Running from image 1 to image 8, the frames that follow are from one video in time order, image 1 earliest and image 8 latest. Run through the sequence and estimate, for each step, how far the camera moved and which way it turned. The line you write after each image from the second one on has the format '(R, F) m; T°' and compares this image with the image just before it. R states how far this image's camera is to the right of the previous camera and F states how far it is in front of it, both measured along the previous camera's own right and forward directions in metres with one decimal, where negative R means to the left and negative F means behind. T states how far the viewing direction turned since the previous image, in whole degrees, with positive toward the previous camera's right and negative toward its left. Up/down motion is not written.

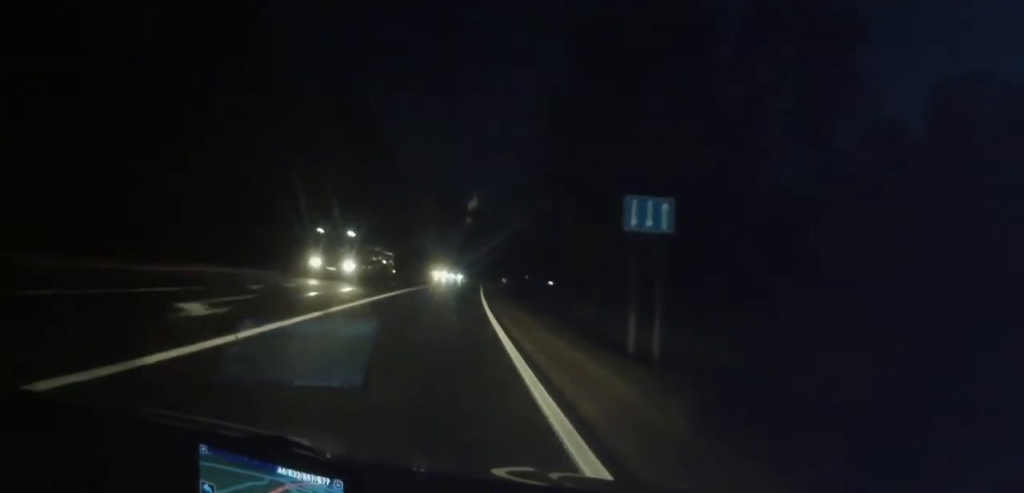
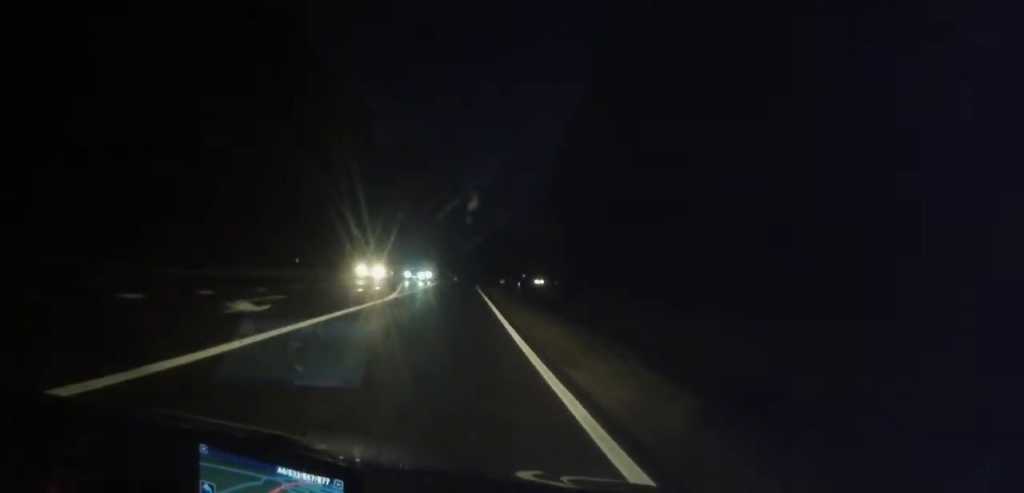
(+0.7, +27.7) m; +2°
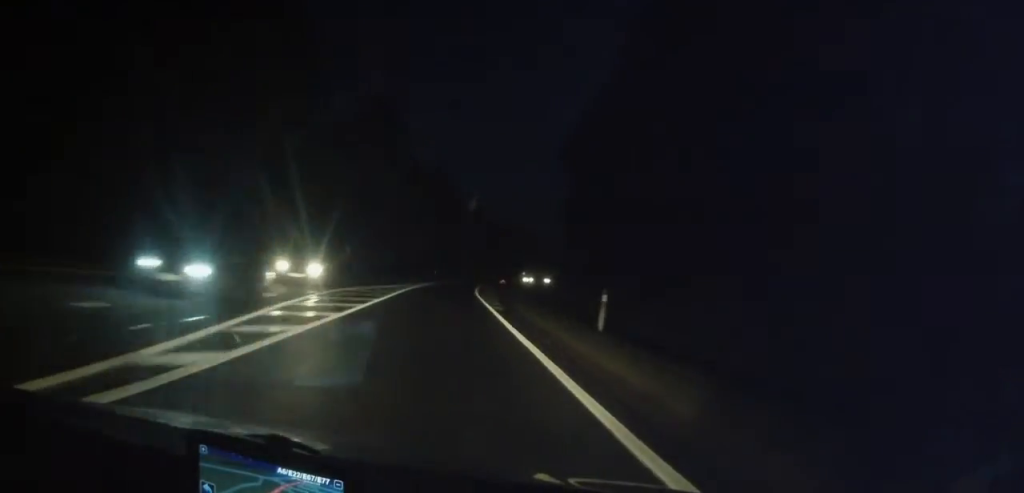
(+0.2, +25.6) m; 0°
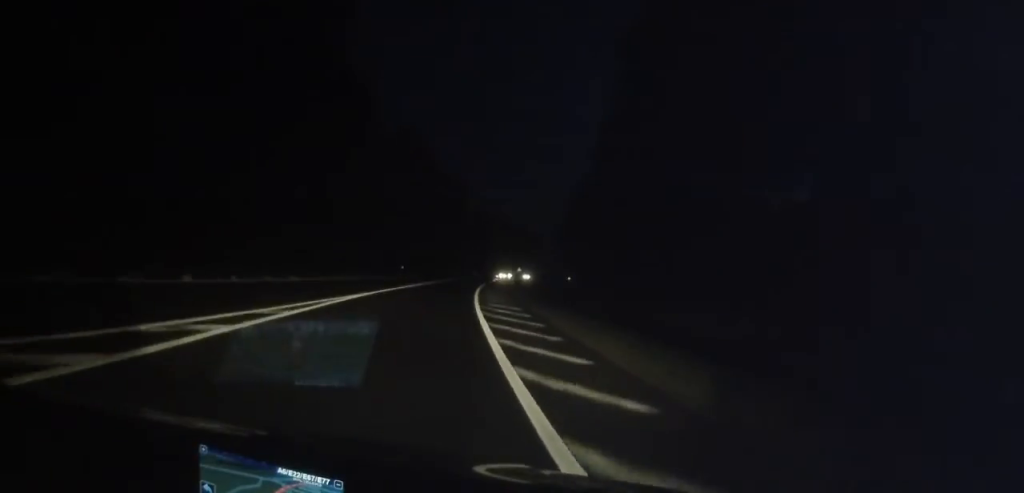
(+0.1, +33.3) m; +1°
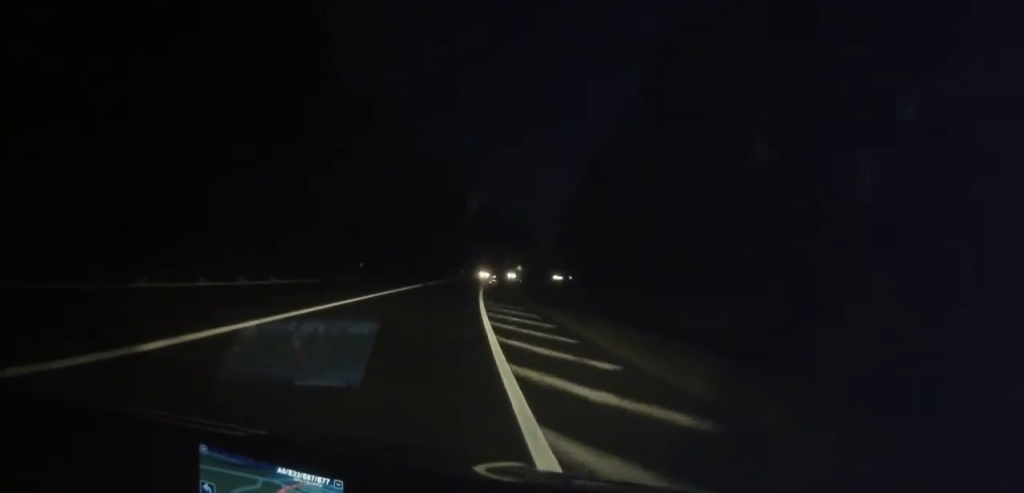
(+0.4, +25.1) m; +2°
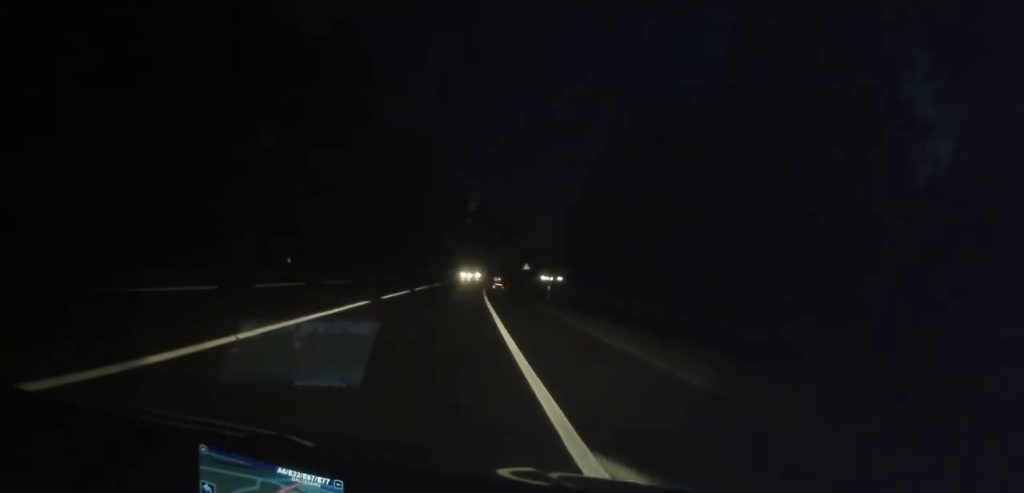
(+0.4, +22.5) m; +1°
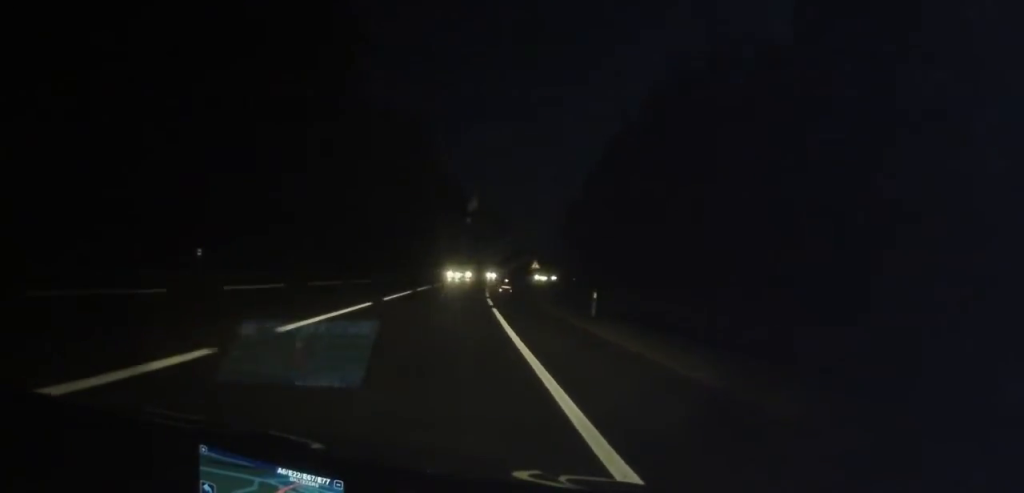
(-0.1, +12.6) m; +1°
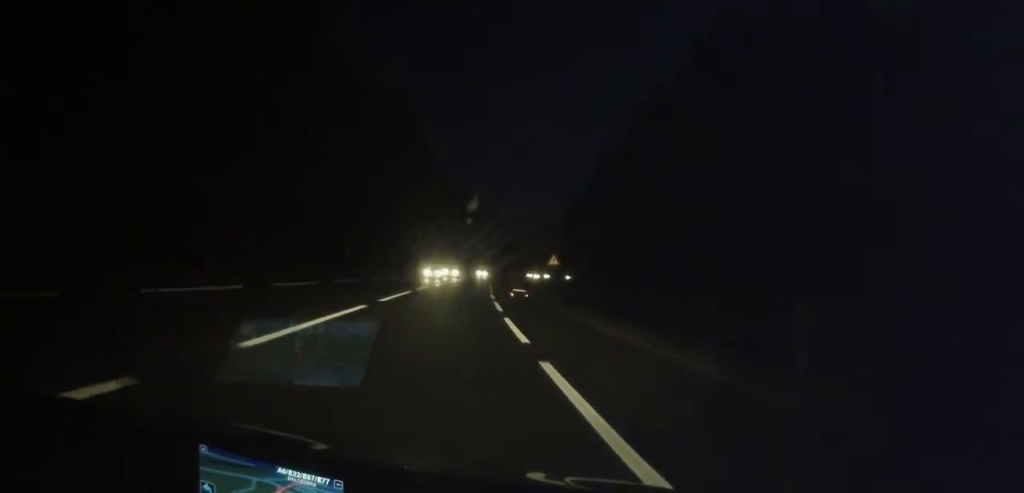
(+0.1, +13.9) m; +1°
